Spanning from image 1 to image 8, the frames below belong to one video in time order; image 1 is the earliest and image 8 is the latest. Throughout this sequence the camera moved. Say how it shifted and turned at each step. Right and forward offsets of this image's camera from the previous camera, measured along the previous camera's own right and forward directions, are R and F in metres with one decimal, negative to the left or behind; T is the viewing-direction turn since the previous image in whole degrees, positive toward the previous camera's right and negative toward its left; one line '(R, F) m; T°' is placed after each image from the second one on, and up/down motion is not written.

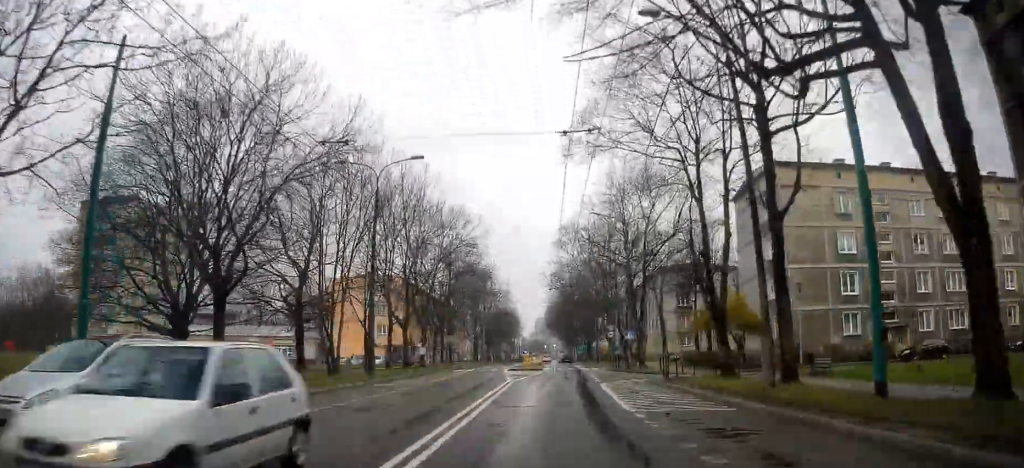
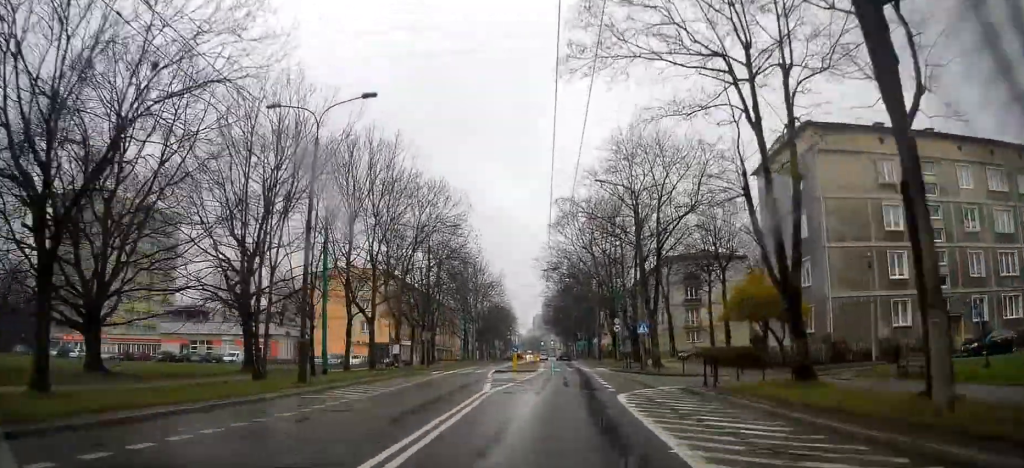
(-0.1, +8.4) m; +7°
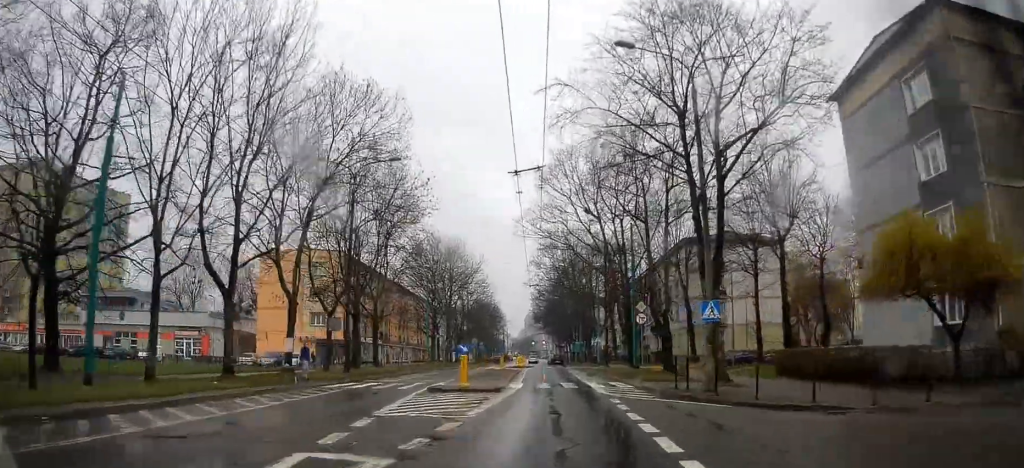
(+3.8, +15.6) m; -5°
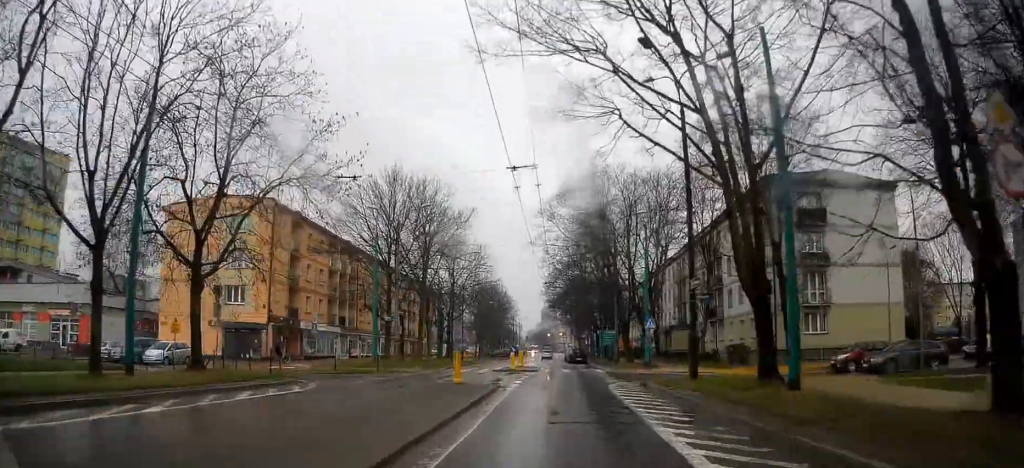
(-7.1, +28.7) m; -5°
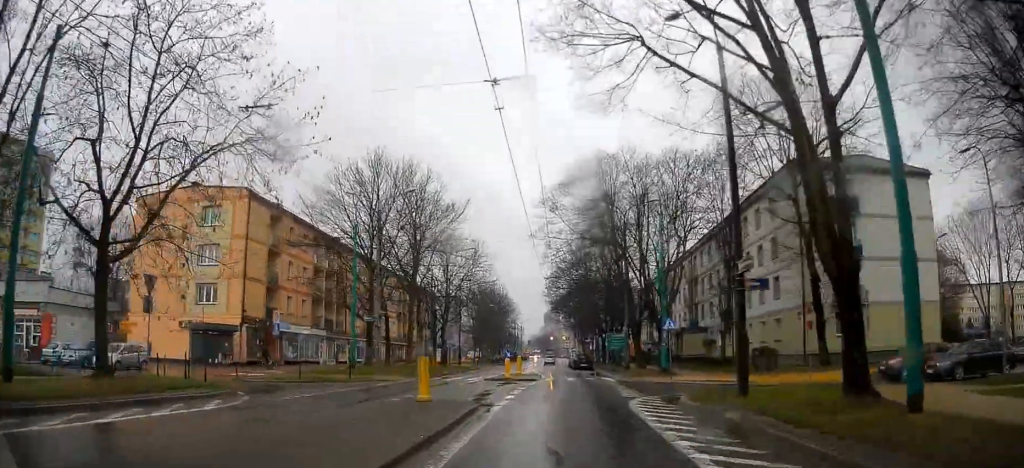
(+0.1, +6.3) m; +1°
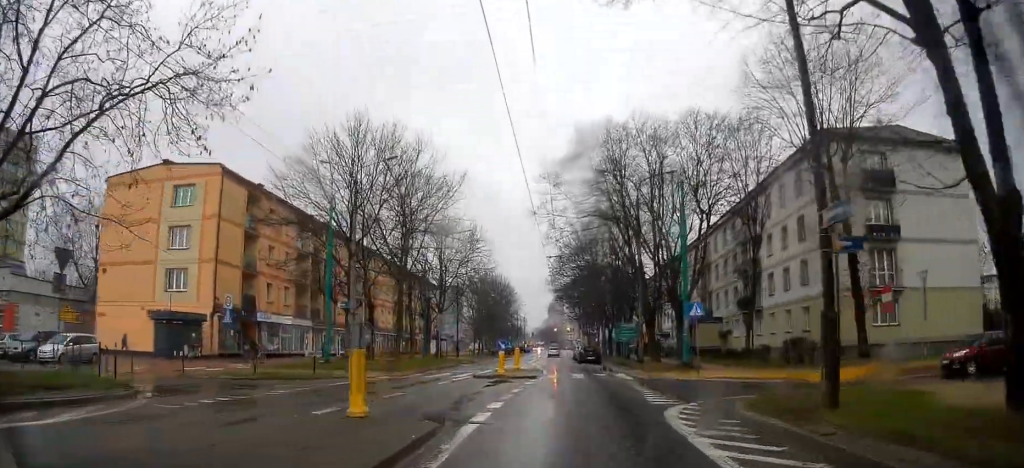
(0.0, +5.4) m; -1°
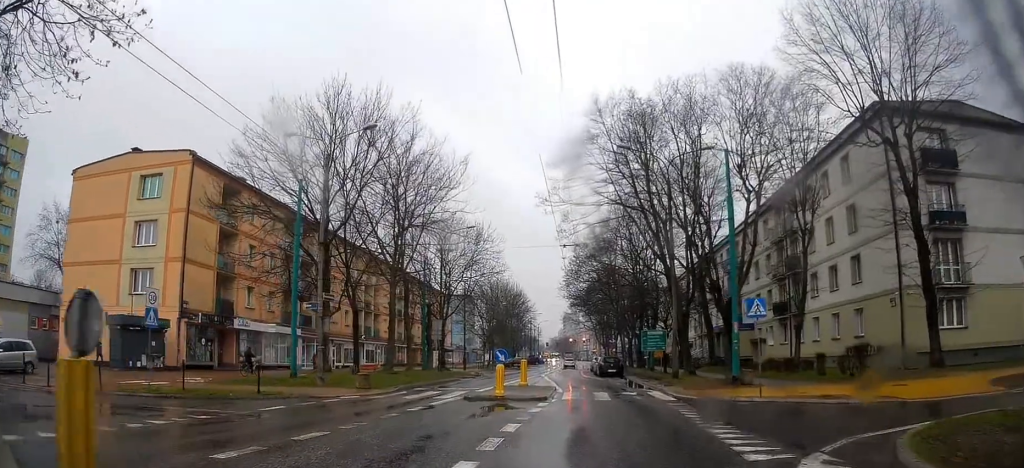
(-0.1, +6.9) m; -5°
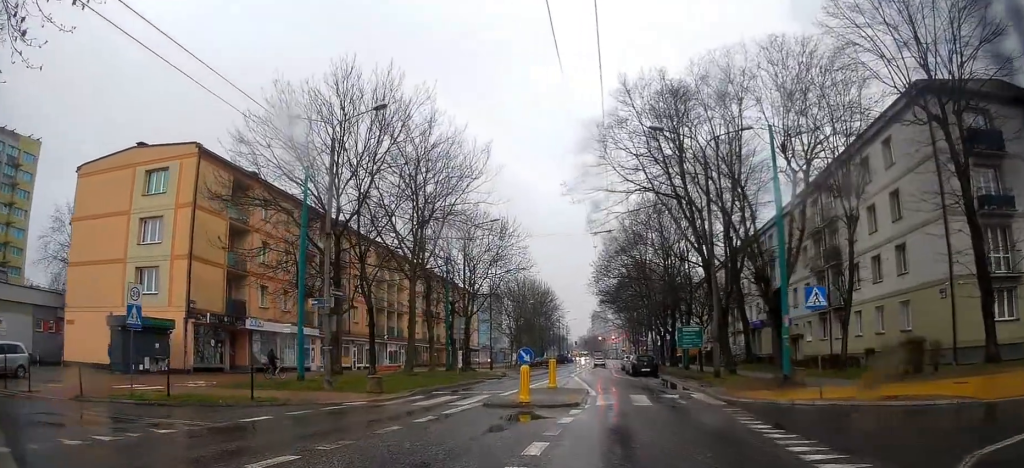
(+0.1, +2.9) m; -3°
